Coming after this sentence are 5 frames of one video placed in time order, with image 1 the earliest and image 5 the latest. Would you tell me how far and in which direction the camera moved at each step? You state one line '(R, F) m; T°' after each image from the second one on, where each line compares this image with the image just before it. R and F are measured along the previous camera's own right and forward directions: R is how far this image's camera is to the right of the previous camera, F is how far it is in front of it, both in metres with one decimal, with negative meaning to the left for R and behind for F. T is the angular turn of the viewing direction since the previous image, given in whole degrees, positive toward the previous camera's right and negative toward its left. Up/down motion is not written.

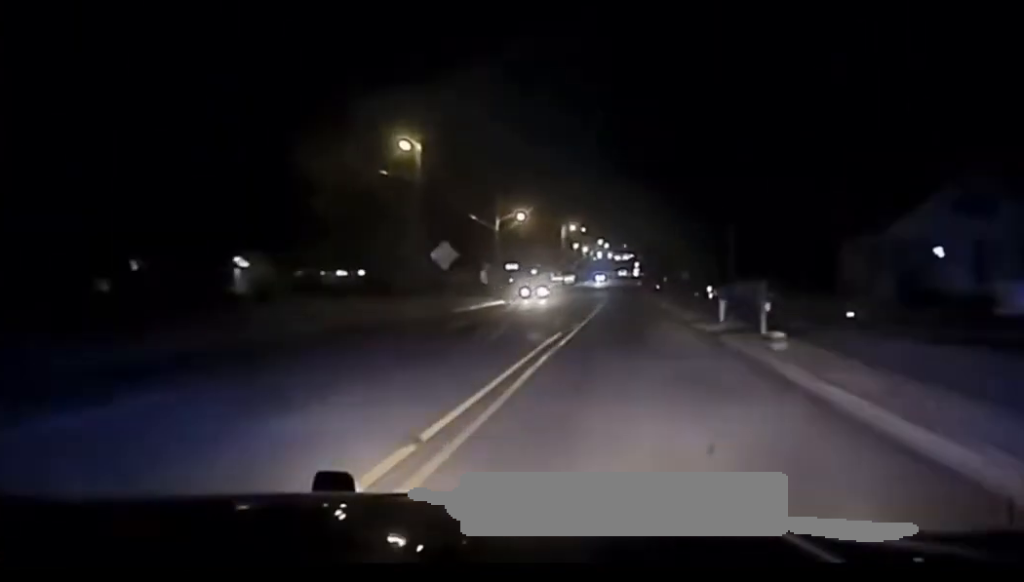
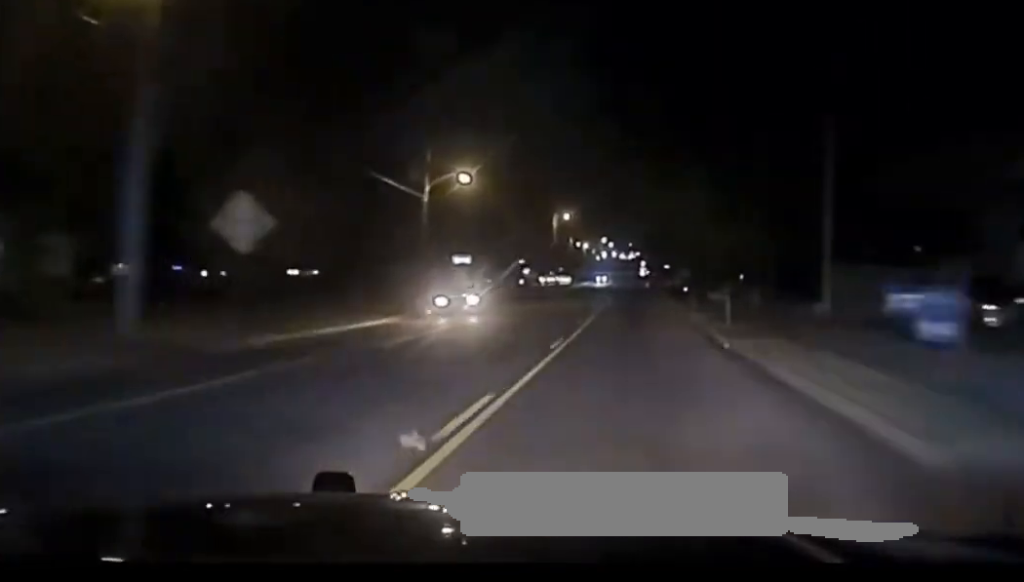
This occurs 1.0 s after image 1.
(0.0, +29.2) m; 0°
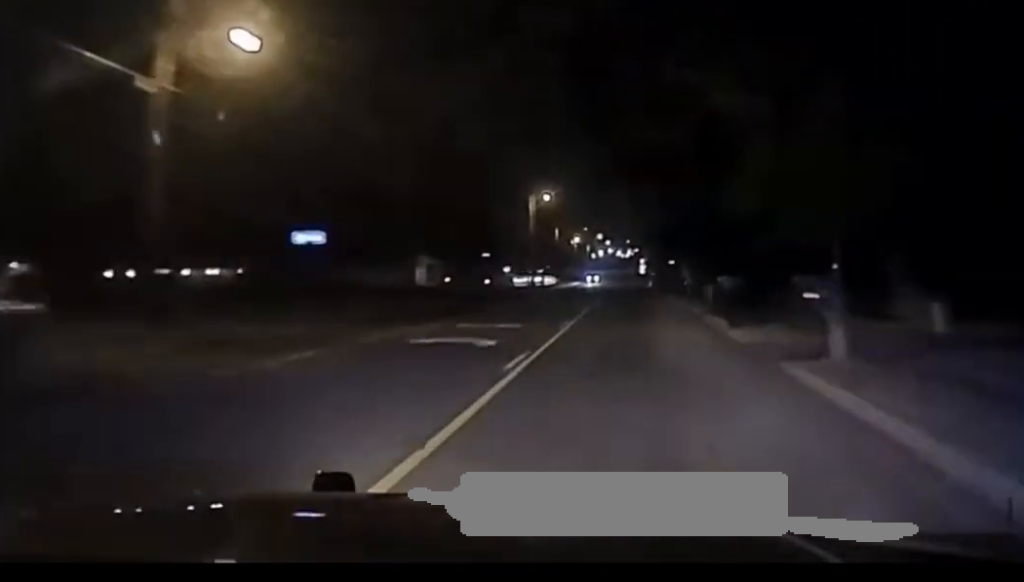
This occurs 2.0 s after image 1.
(0.0, +31.1) m; 0°
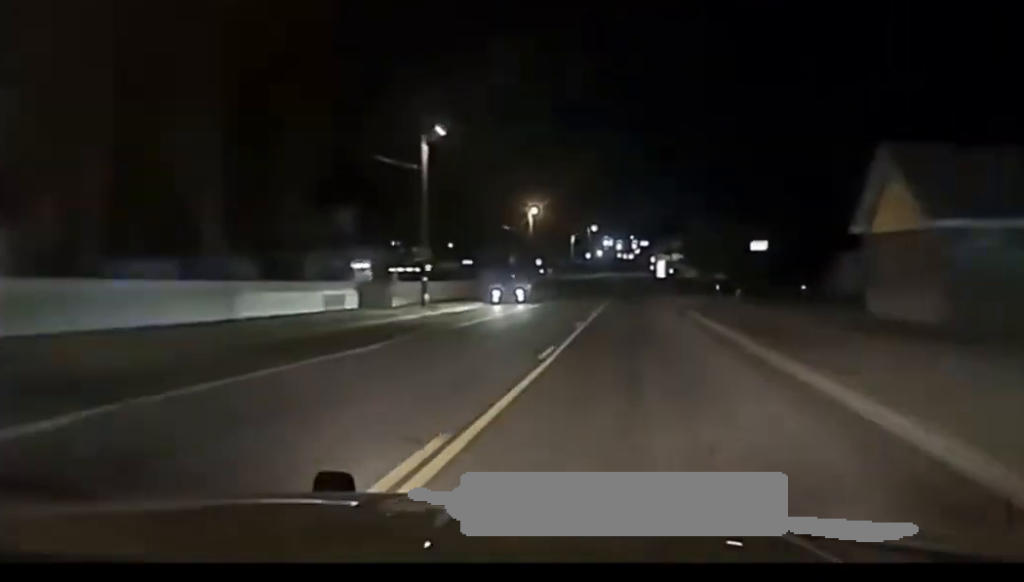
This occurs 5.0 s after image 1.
(-0.9, +113.4) m; 0°
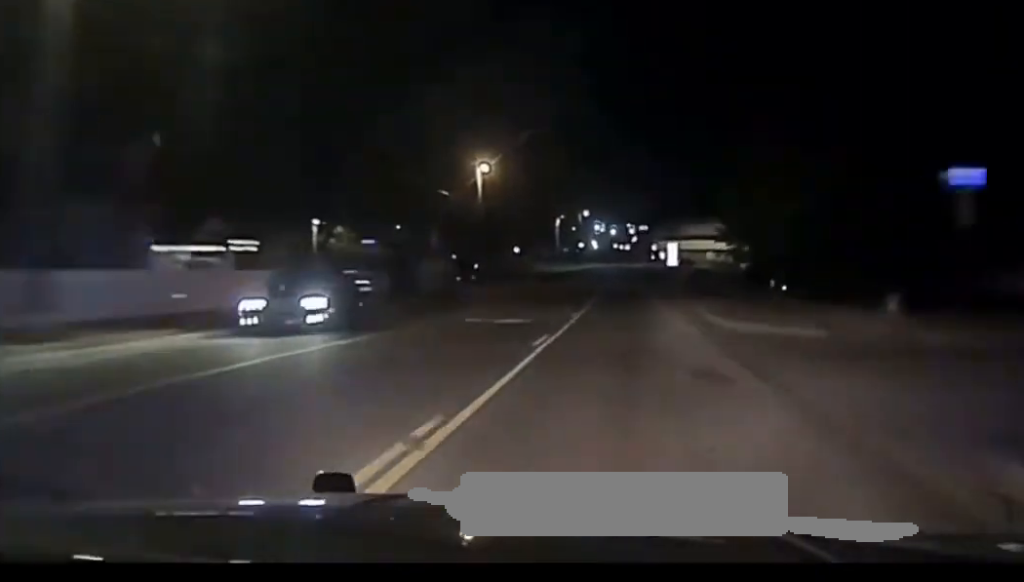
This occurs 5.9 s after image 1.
(+0.2, +38.7) m; 0°
